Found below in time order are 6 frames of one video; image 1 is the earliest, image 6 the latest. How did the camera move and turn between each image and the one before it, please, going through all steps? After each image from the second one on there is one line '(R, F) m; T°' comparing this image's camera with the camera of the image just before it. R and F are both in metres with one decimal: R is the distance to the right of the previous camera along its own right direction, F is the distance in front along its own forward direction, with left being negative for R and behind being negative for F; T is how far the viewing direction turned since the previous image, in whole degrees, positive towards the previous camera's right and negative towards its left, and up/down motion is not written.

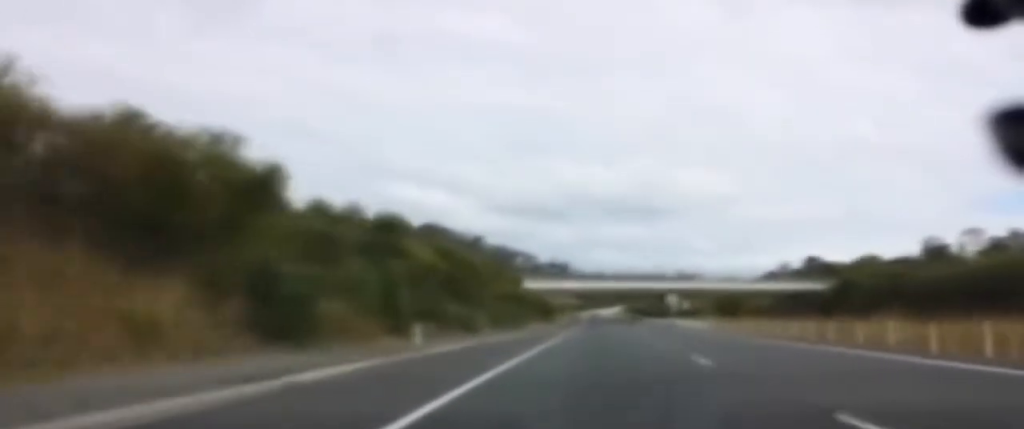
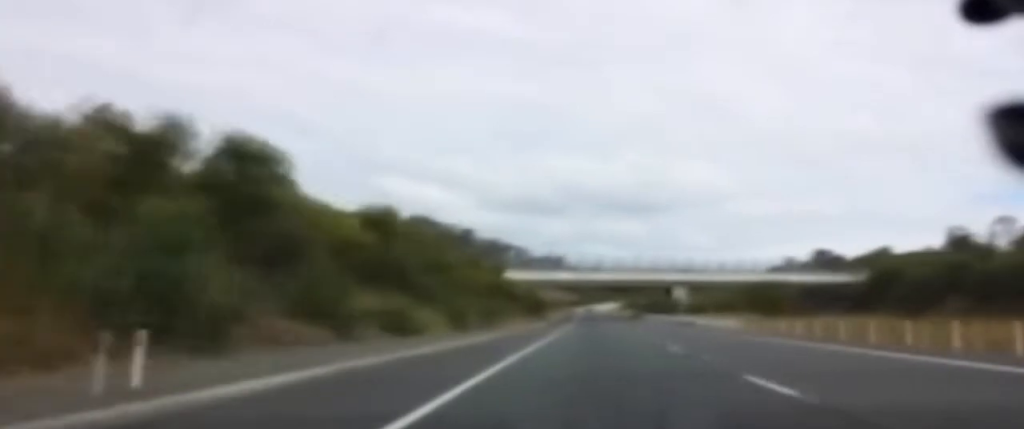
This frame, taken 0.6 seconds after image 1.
(0.0, +19.3) m; 0°
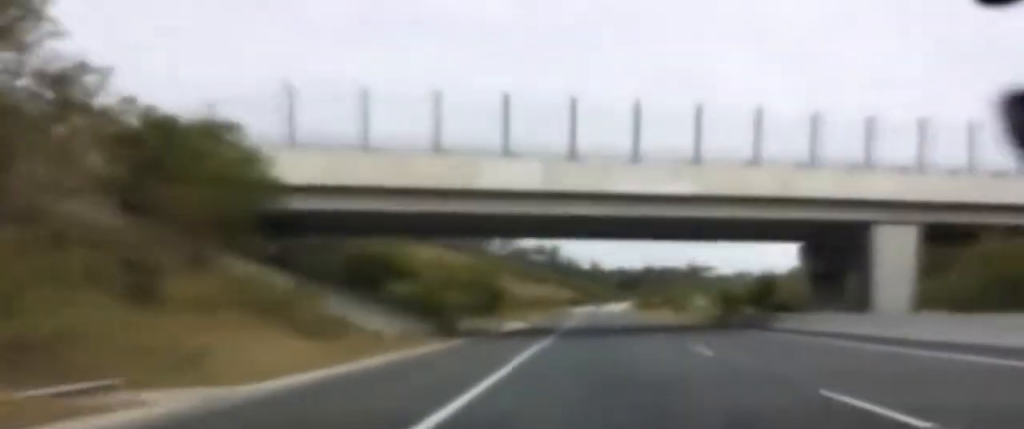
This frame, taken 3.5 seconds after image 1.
(-0.7, +88.4) m; 0°
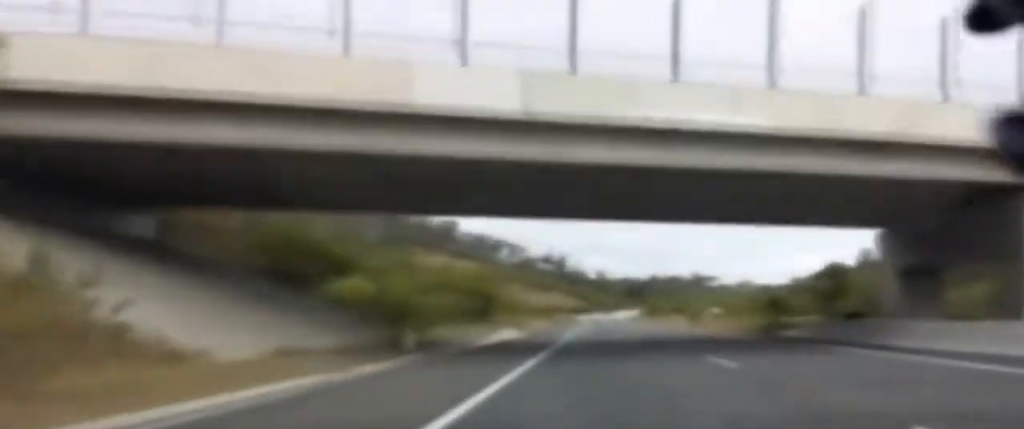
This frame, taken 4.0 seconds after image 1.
(0.0, +15.3) m; 0°
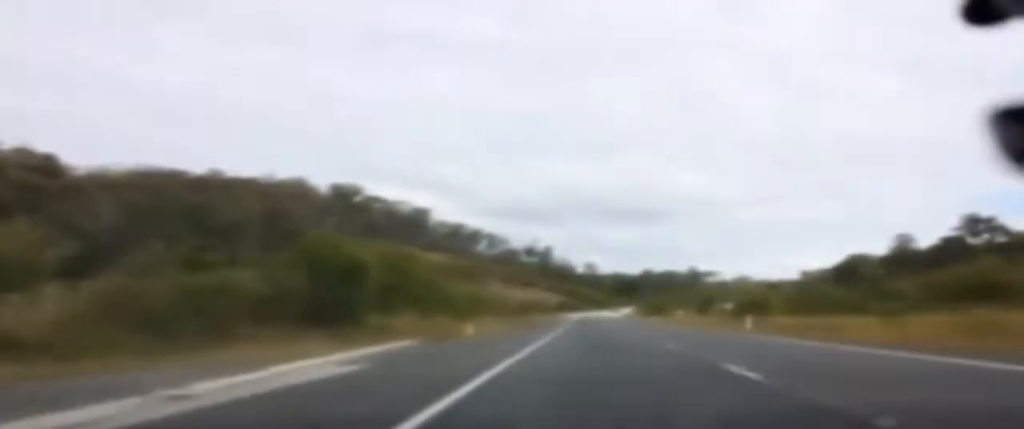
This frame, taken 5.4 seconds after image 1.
(+0.4, +40.7) m; +1°
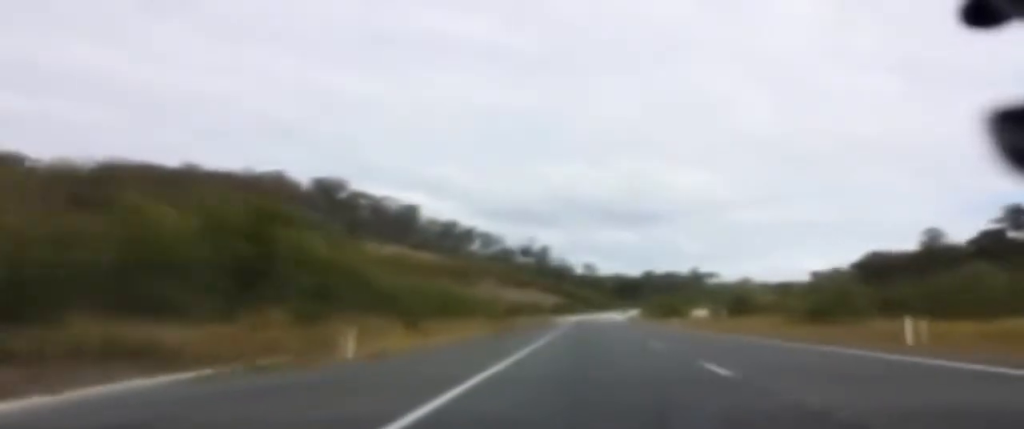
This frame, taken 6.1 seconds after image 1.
(+0.1, +23.3) m; 0°
